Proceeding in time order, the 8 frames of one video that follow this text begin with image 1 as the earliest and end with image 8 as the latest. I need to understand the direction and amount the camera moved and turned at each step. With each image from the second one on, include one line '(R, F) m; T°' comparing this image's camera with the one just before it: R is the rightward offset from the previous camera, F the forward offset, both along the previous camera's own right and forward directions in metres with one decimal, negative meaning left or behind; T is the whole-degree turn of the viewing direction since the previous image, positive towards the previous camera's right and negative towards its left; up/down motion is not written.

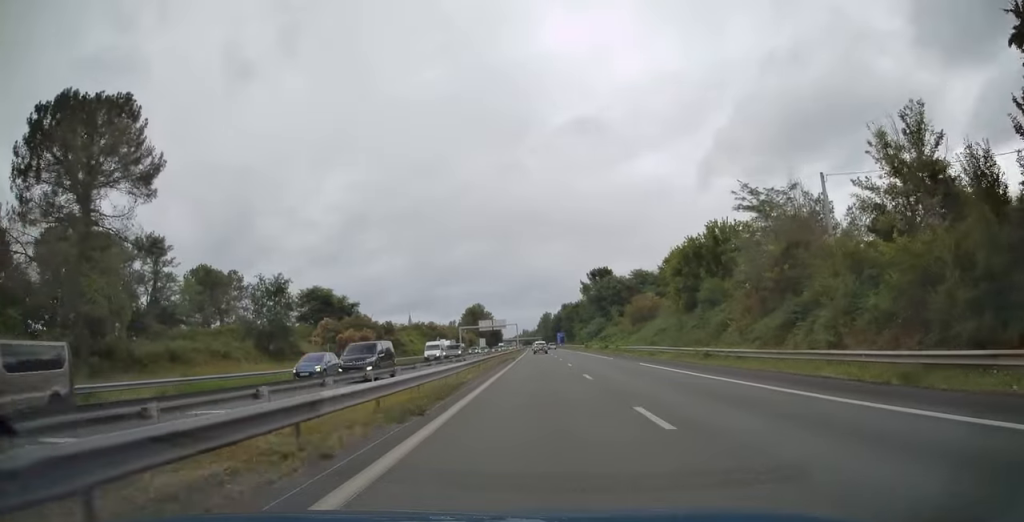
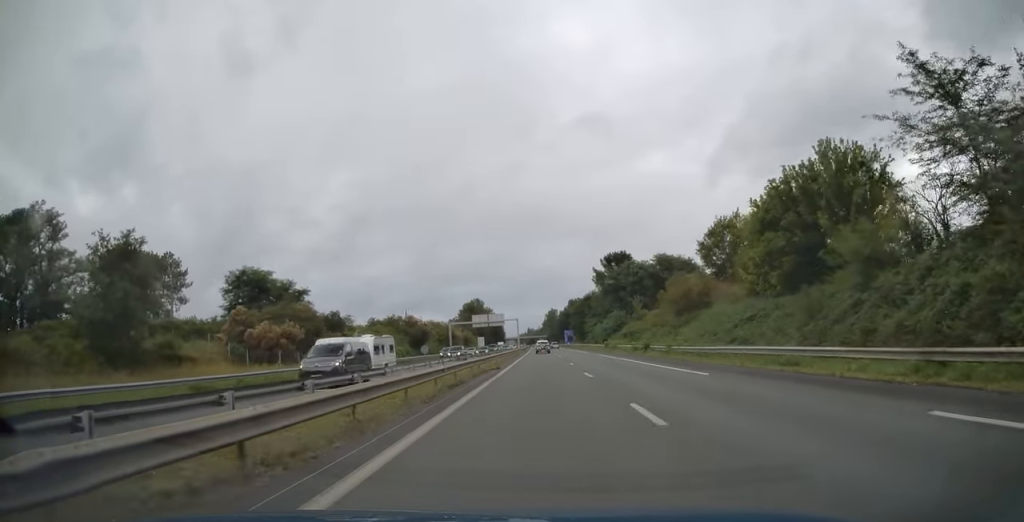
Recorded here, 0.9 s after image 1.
(+0.1, +25.3) m; 0°
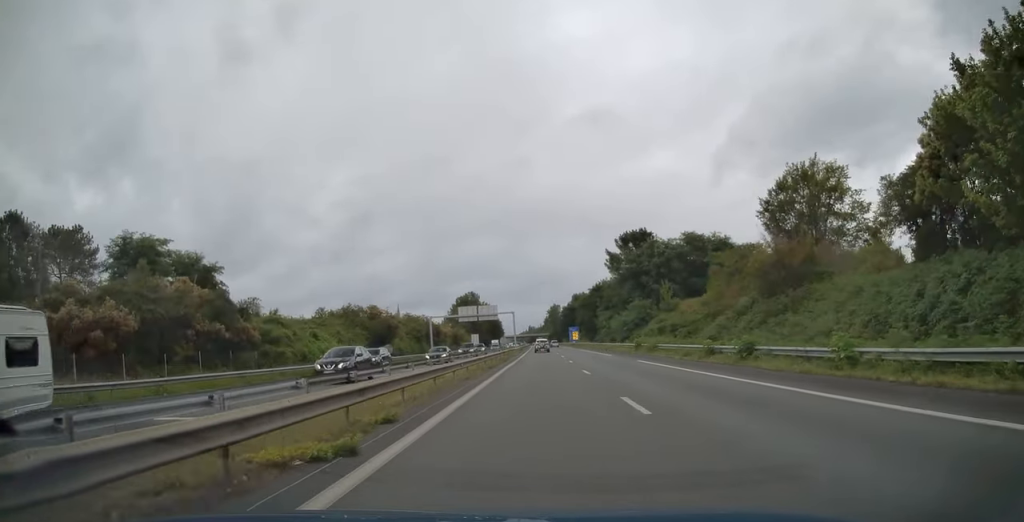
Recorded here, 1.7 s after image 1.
(0.0, +24.1) m; 0°
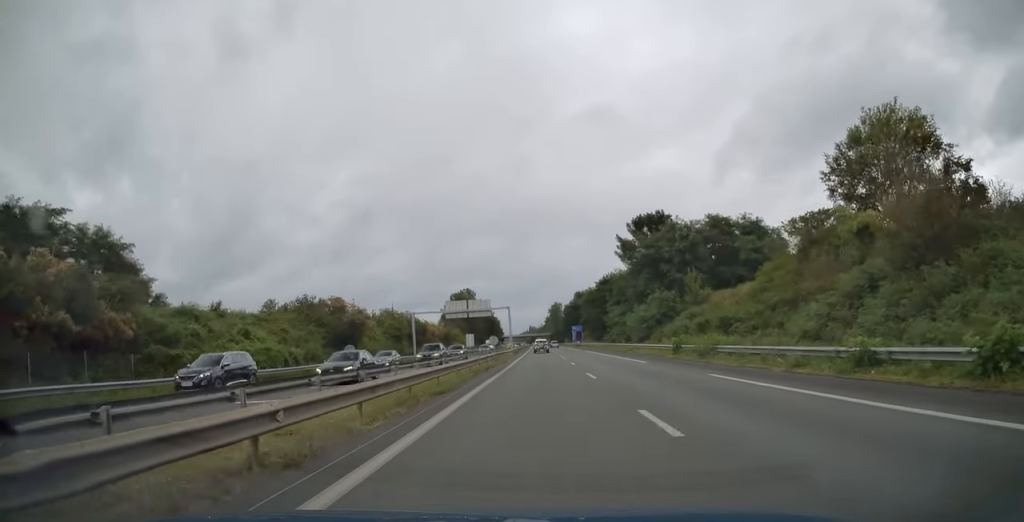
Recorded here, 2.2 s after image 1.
(0.0, +15.1) m; 0°
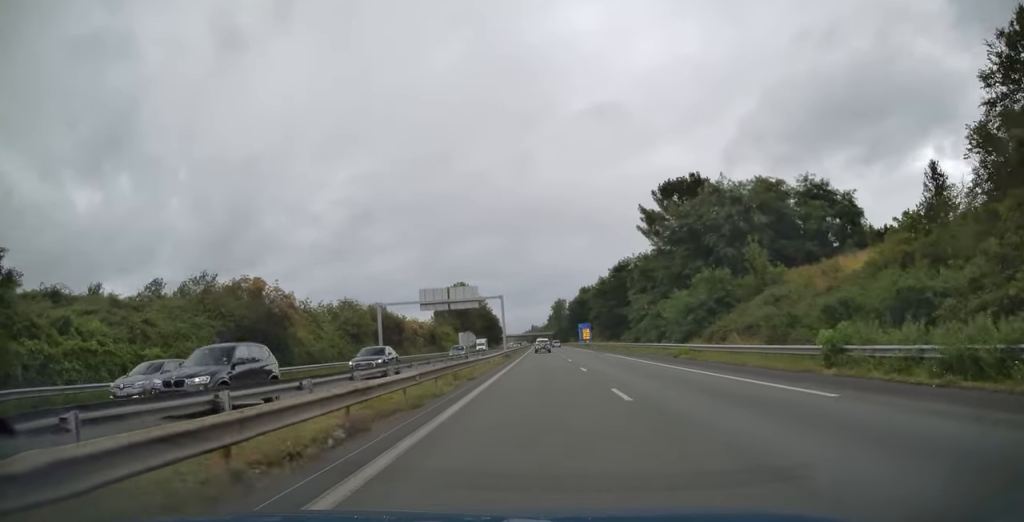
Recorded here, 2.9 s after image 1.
(-0.2, +20.6) m; 0°
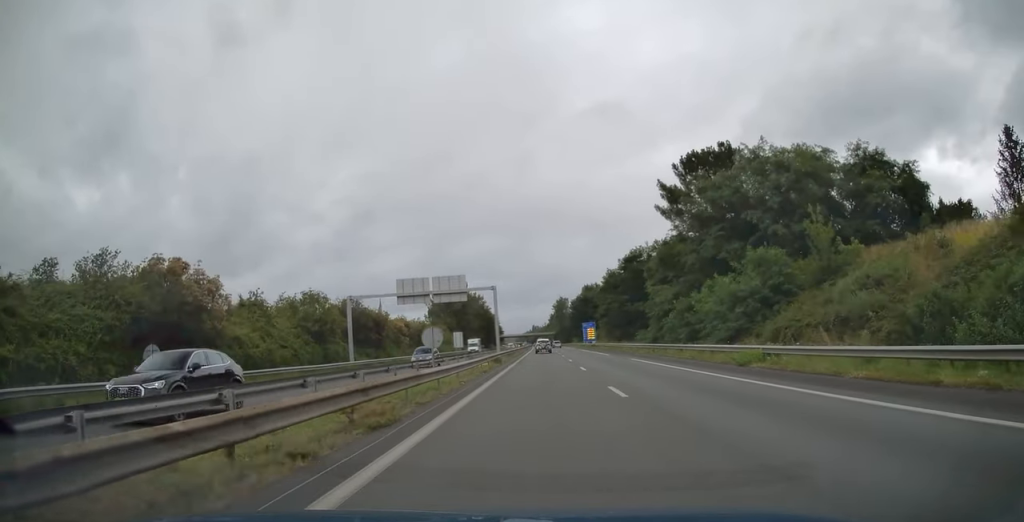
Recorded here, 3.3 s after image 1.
(-0.1, +11.8) m; 0°
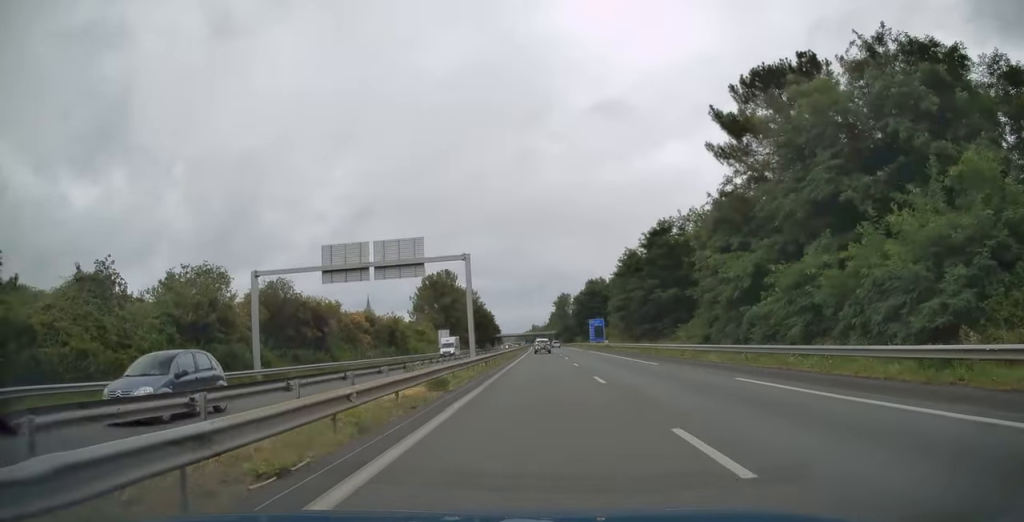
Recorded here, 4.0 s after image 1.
(+0.1, +21.0) m; 0°
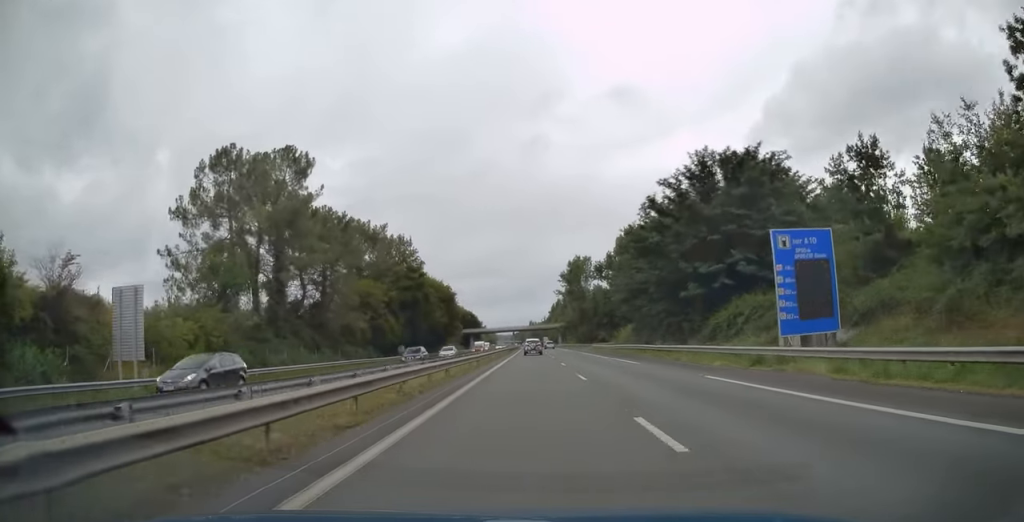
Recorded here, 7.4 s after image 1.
(-0.4, +101.2) m; 0°
